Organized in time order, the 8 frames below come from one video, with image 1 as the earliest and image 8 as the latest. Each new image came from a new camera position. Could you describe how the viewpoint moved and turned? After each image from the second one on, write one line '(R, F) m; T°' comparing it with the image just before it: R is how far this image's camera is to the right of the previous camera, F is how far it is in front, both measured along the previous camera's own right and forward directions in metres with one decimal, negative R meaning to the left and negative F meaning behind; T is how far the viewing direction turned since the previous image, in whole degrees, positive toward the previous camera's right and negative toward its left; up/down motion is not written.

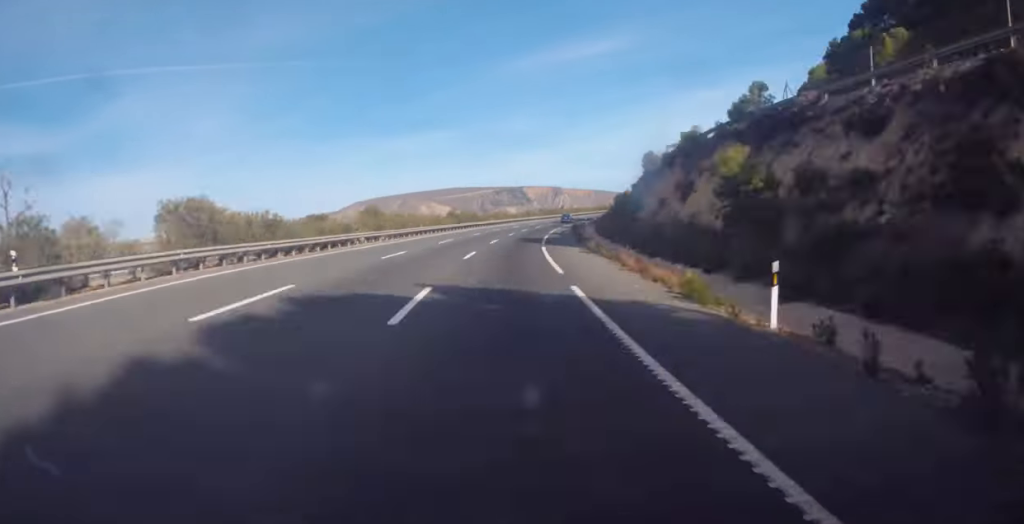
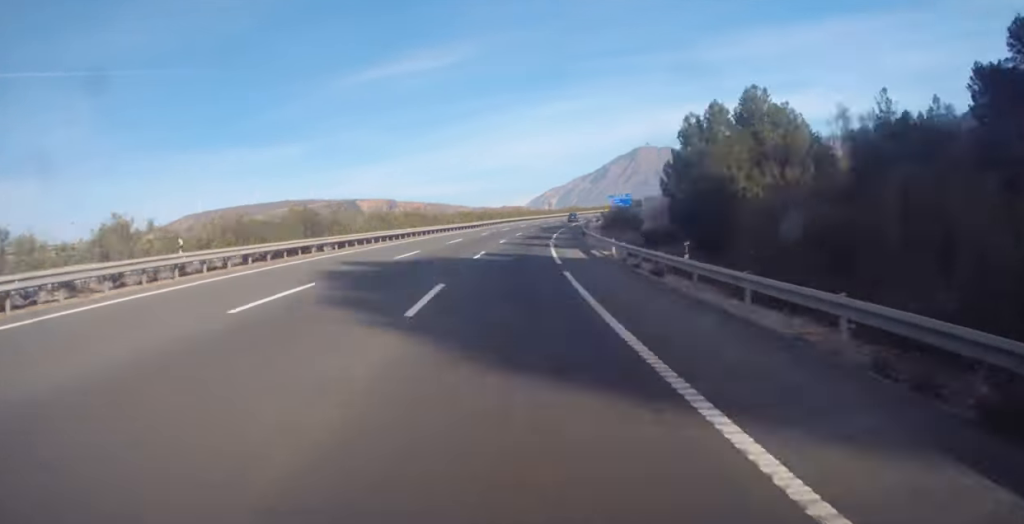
(+7.9, +122.4) m; +13°
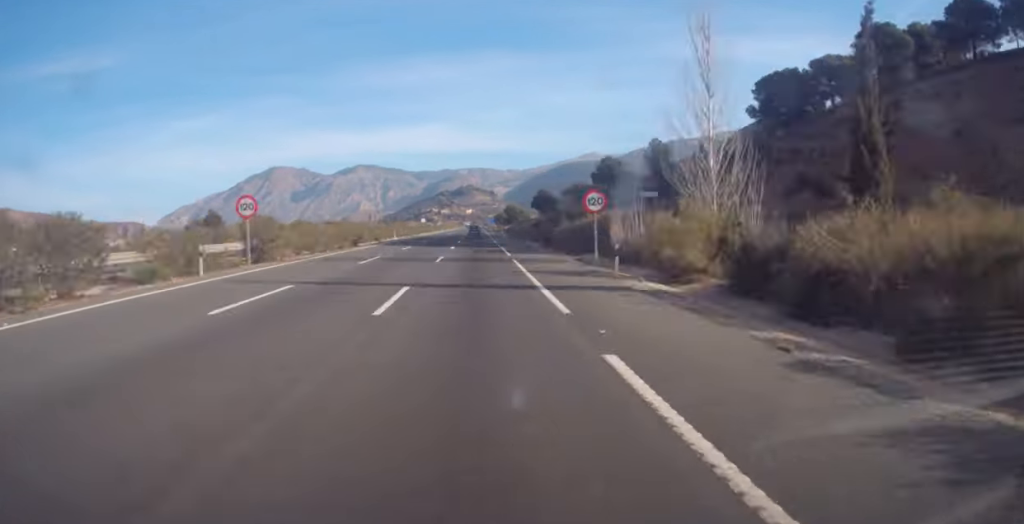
(+65.4, +279.2) m; +17°
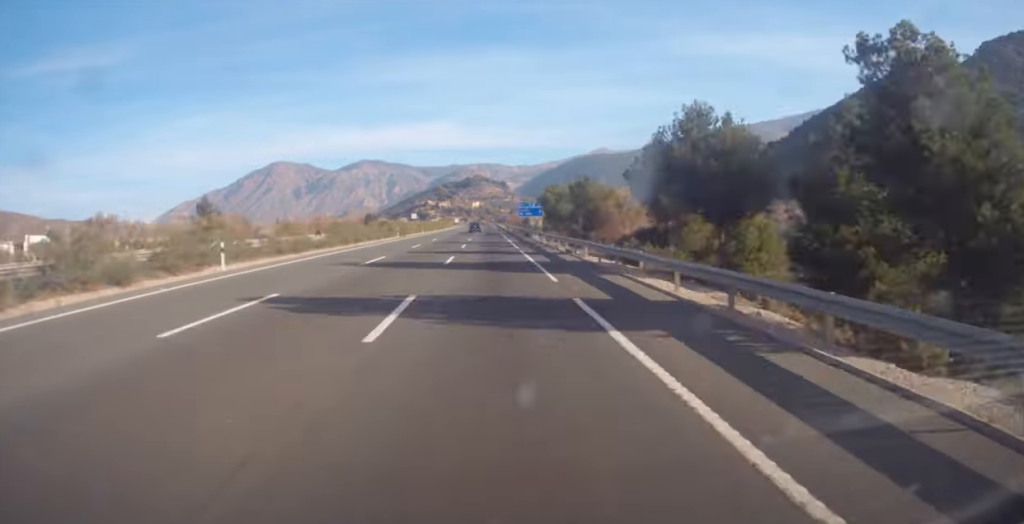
(+8.6, +170.3) m; +3°
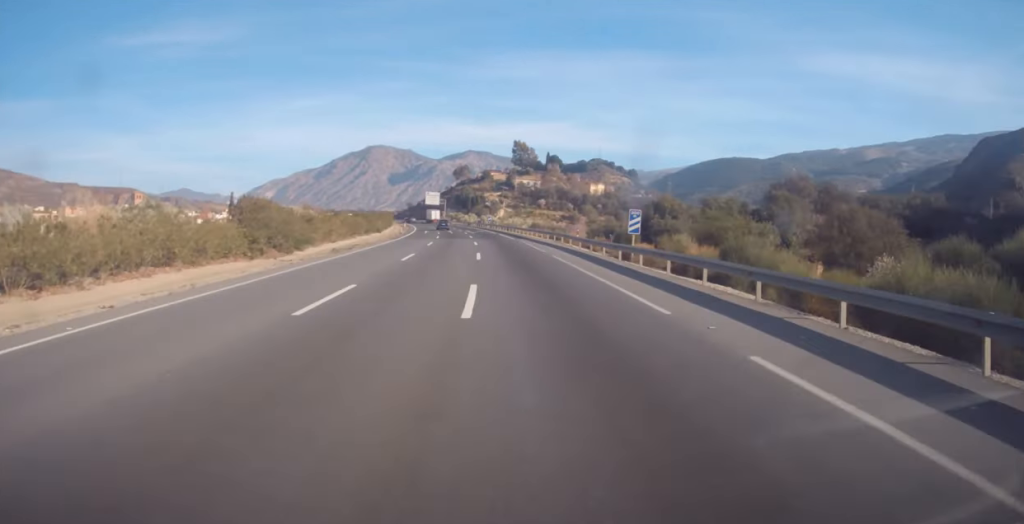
(-1.1, +279.2) m; -7°
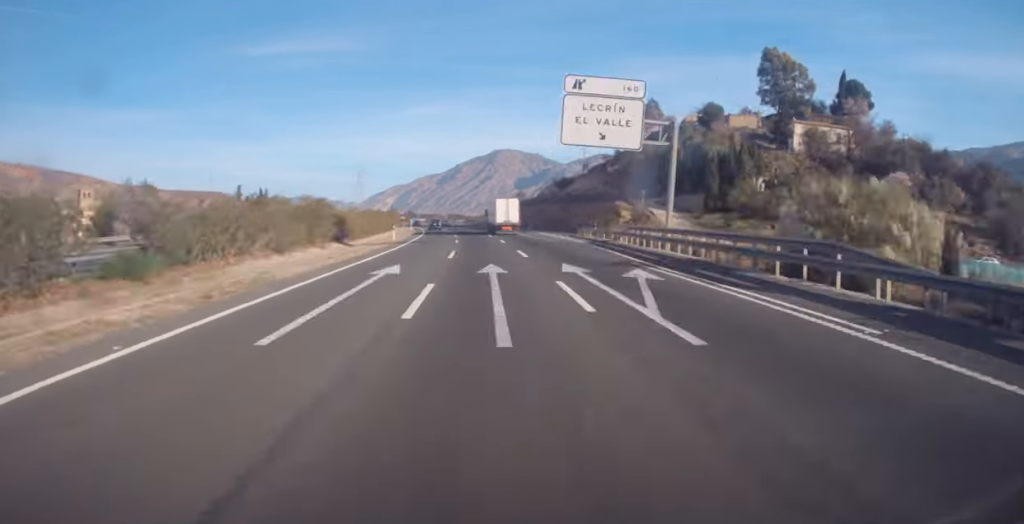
(-10.4, +229.4) m; -11°
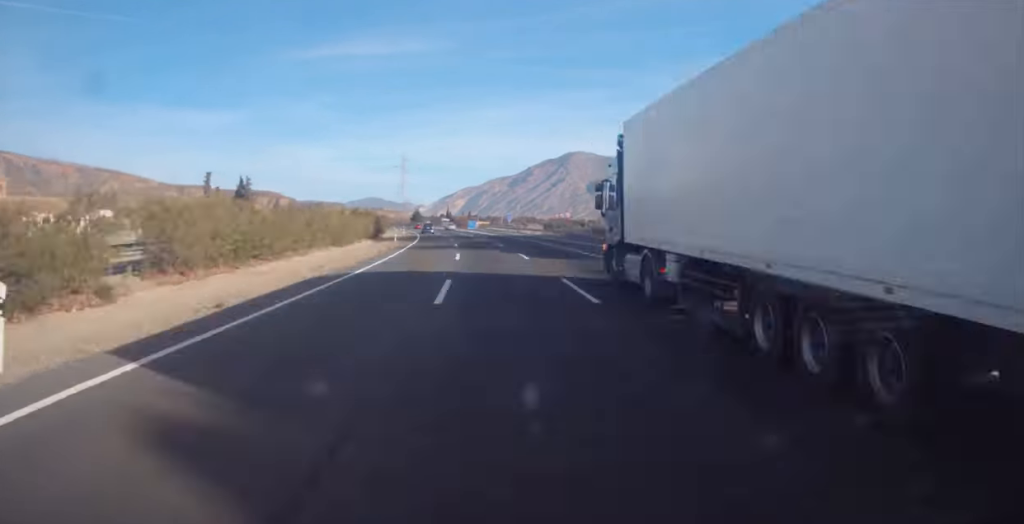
(-14.2, +137.2) m; -7°
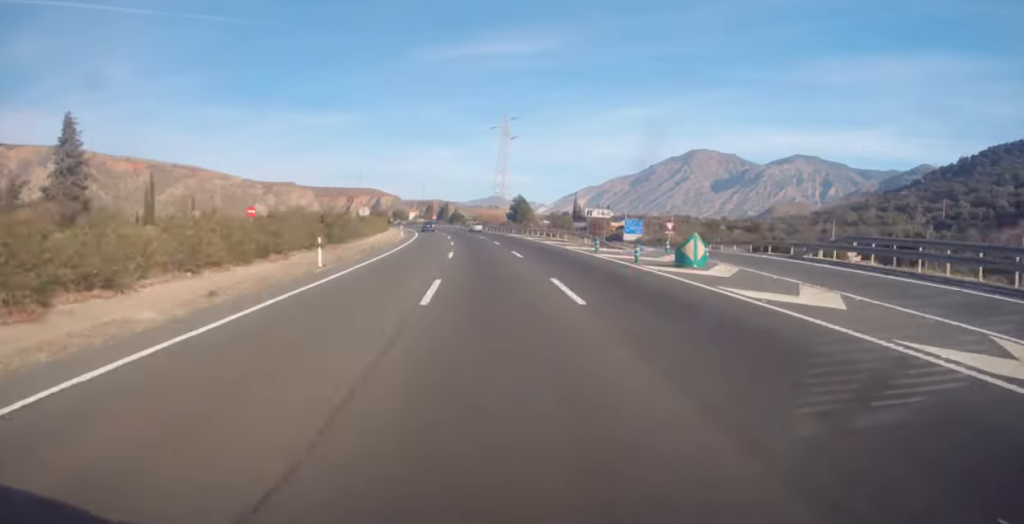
(-9.3, +206.8) m; -11°
